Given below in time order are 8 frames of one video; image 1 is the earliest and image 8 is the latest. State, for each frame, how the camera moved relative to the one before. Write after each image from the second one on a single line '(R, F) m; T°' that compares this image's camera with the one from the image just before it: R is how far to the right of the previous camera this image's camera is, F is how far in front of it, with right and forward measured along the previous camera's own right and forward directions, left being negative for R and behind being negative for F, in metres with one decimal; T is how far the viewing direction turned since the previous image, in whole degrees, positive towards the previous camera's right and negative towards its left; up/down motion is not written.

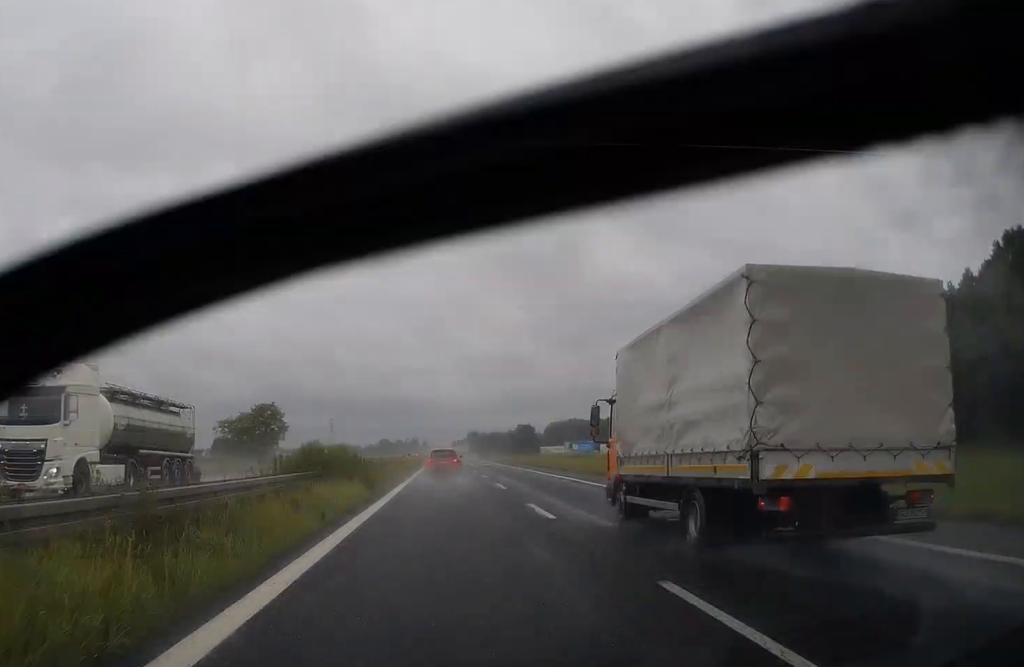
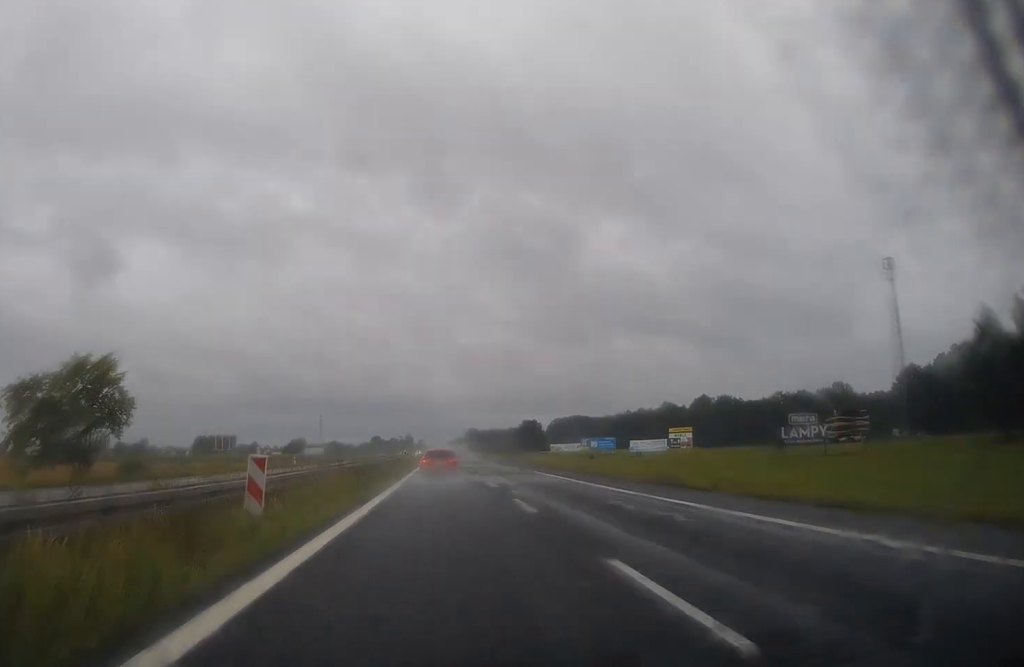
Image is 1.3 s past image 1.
(0.0, +45.5) m; 0°
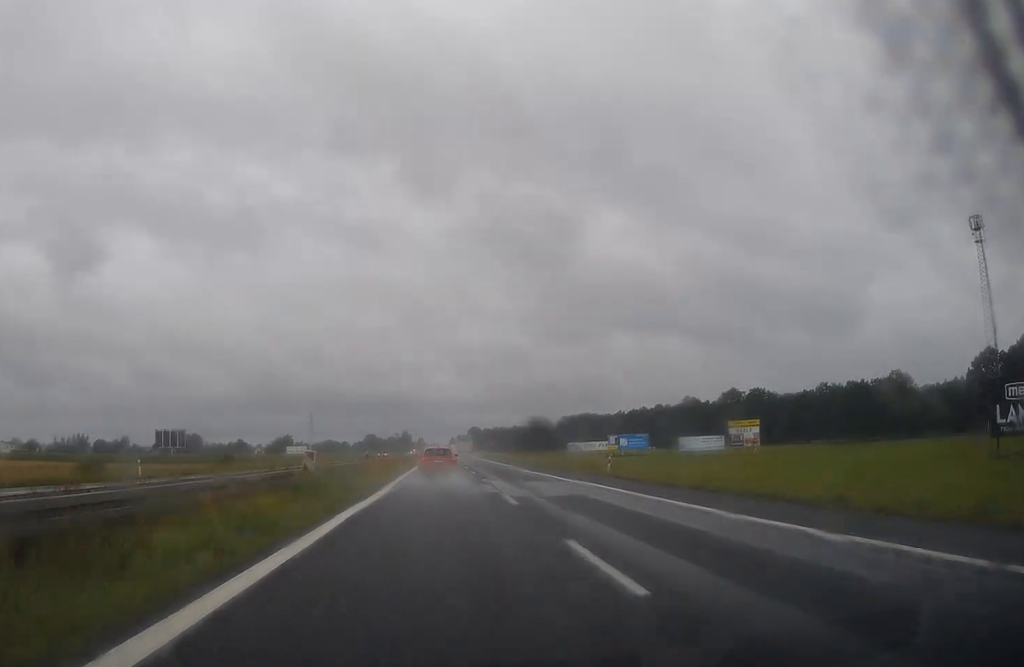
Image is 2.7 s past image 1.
(+0.4, +45.0) m; 0°
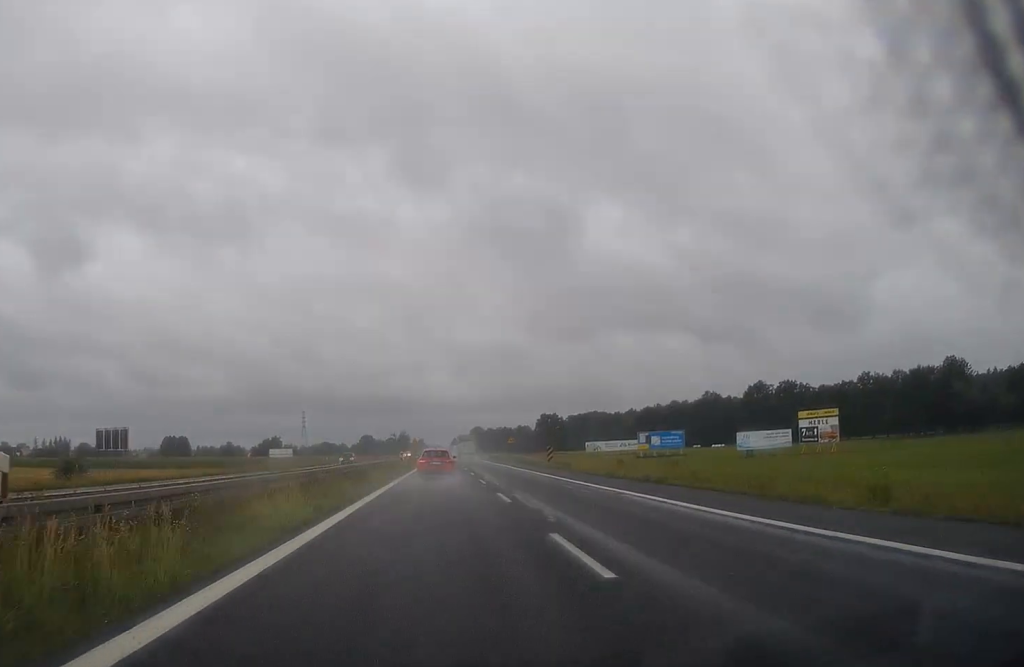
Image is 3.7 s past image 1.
(-0.5, +34.4) m; -1°
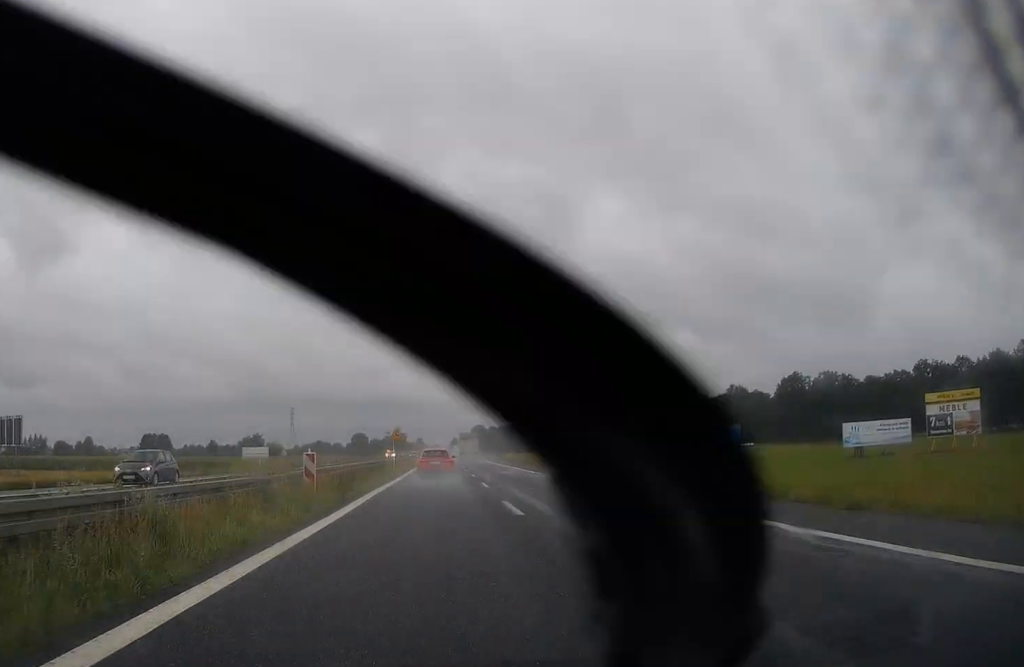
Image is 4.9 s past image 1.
(+0.2, +39.4) m; +1°
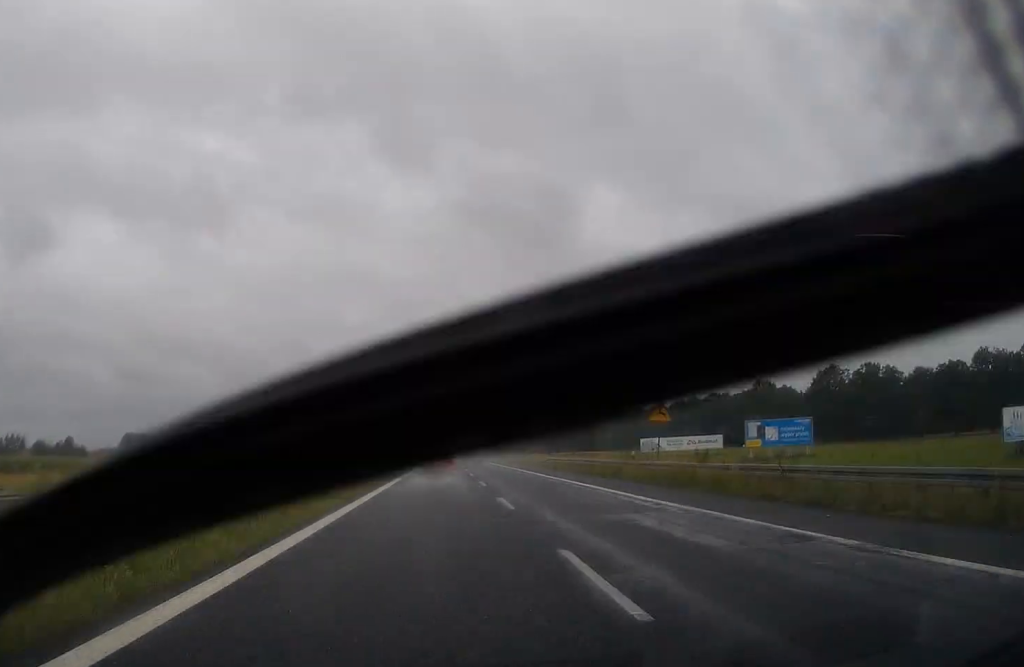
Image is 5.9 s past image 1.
(+0.3, +33.5) m; 0°
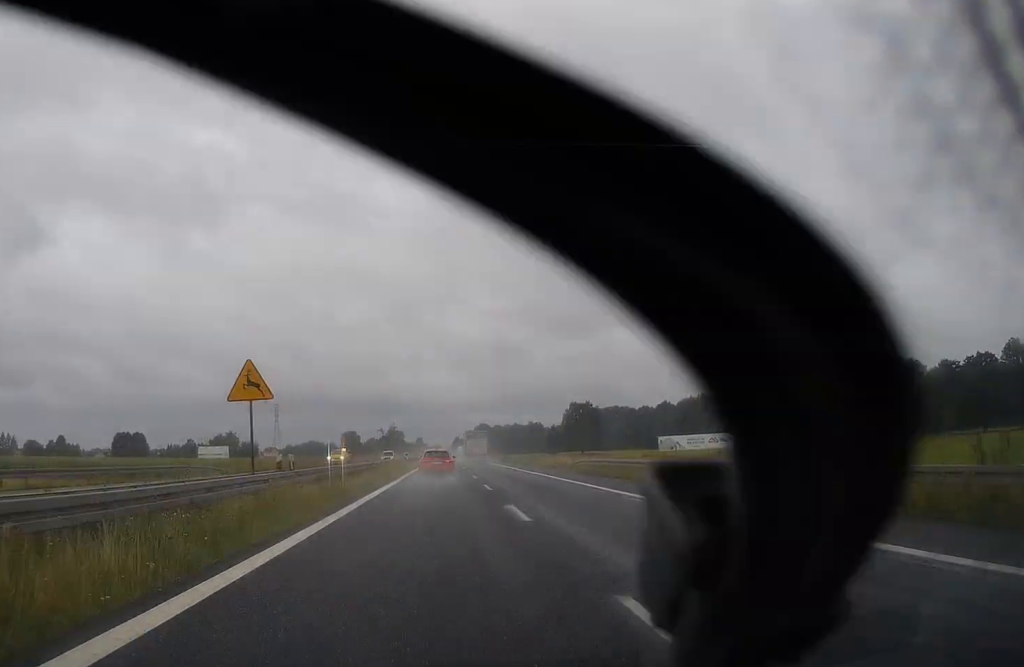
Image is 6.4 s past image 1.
(0.0, +15.0) m; 0°
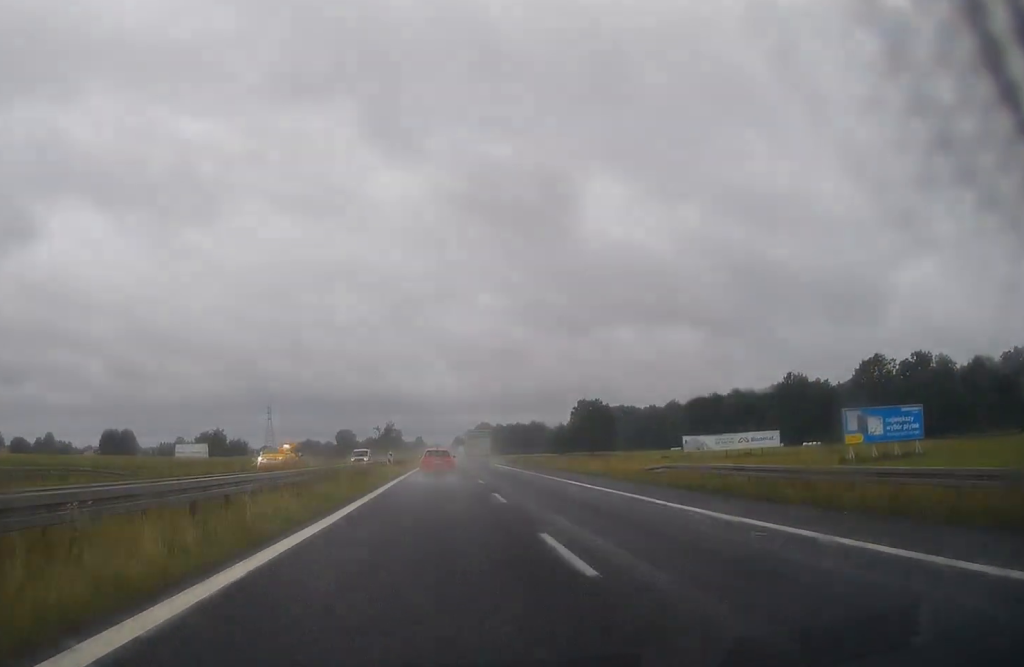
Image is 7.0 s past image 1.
(-0.1, +18.2) m; 0°
